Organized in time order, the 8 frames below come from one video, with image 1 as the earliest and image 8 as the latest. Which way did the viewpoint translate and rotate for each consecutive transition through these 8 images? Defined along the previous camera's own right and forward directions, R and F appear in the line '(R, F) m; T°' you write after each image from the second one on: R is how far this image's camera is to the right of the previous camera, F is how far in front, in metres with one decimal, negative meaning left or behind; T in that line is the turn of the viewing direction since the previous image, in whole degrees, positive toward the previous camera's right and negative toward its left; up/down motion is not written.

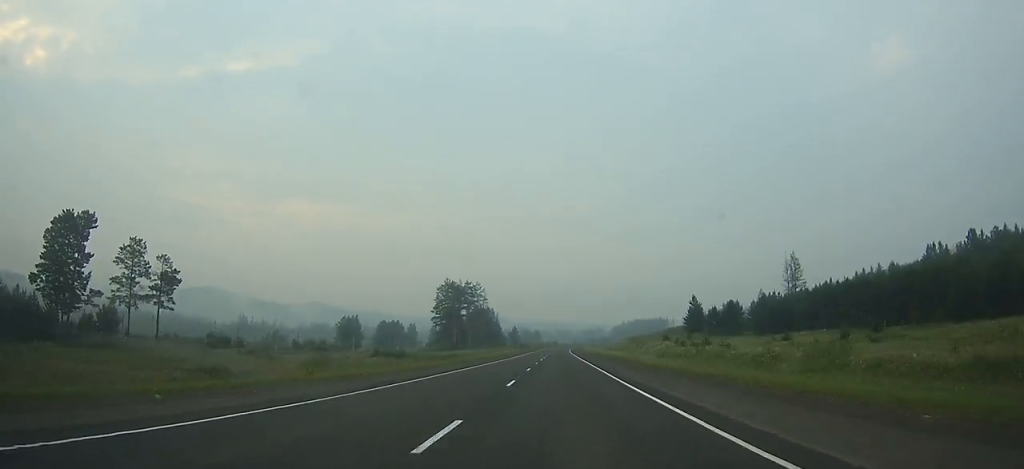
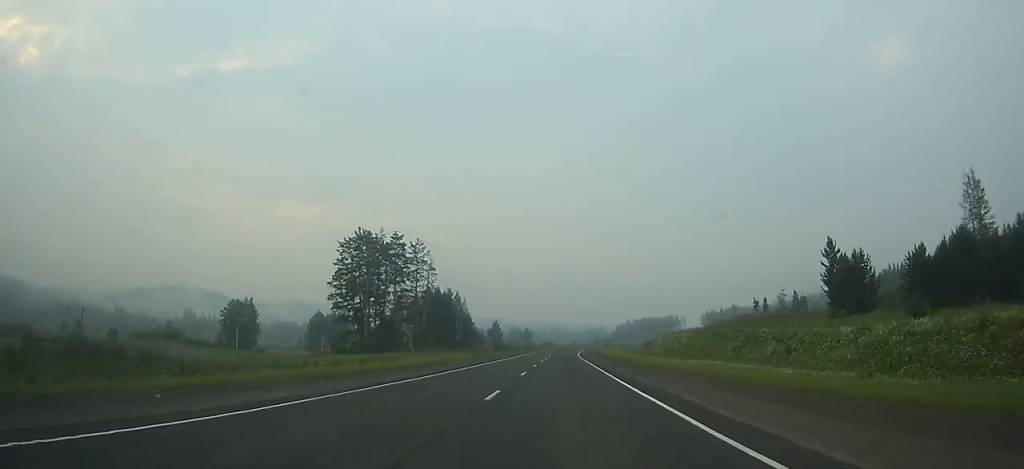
(+0.1, +88.7) m; +1°
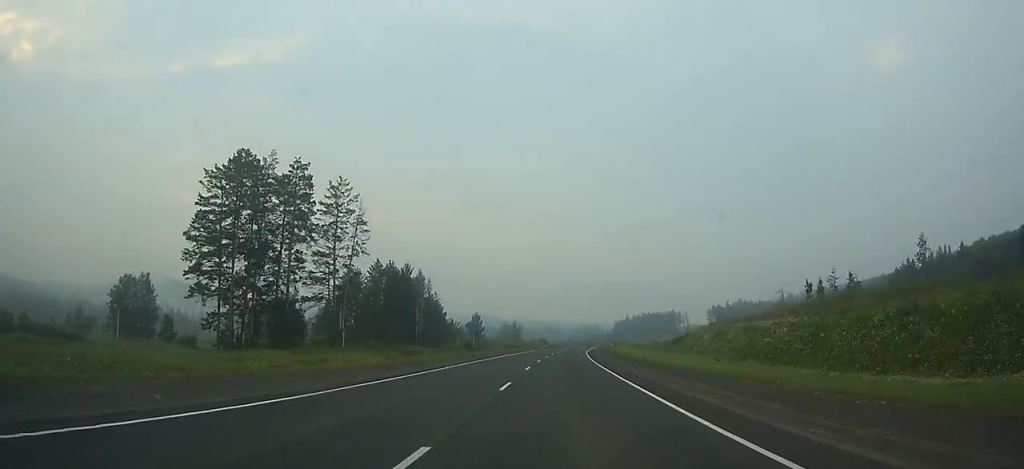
(-0.3, +47.1) m; +1°
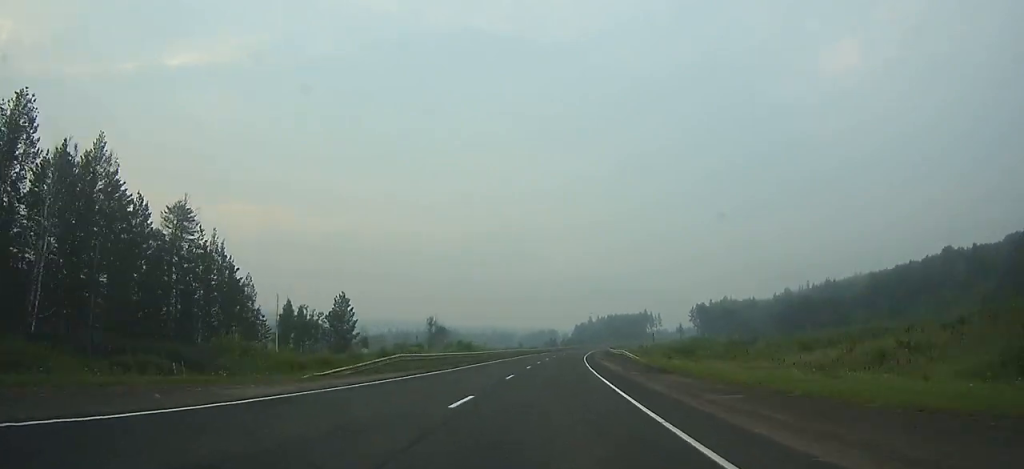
(+3.1, +98.5) m; +4°
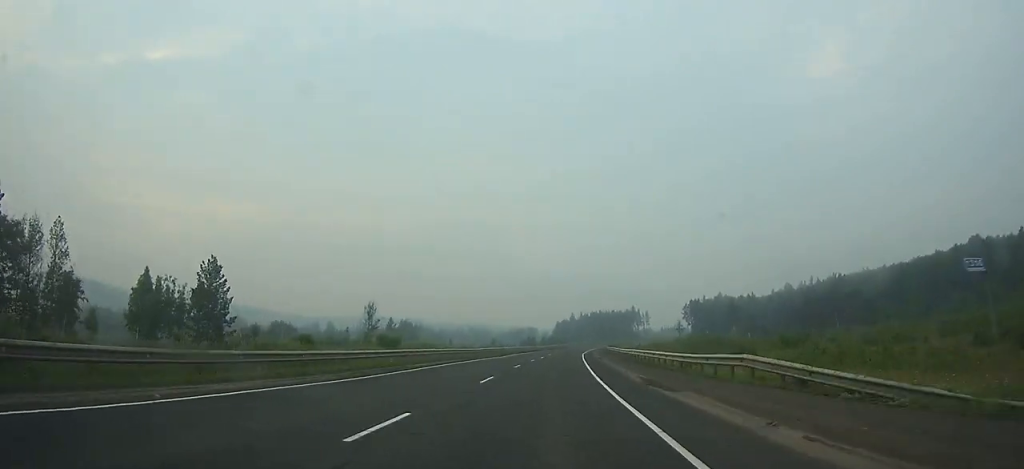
(+1.0, +40.9) m; +2°
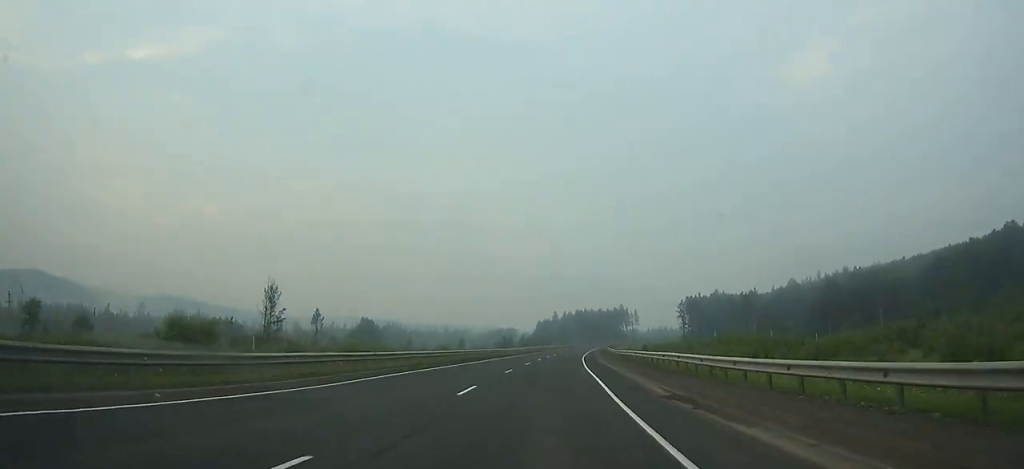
(+0.3, +38.0) m; +2°
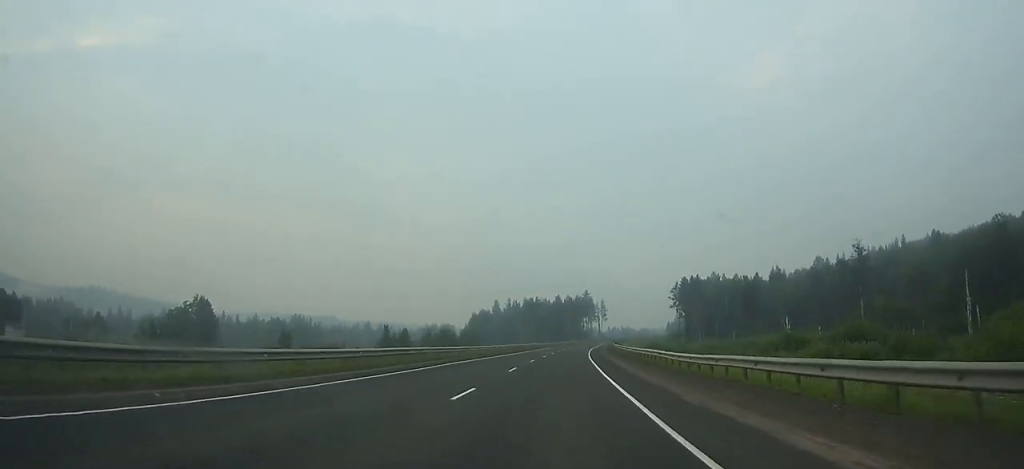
(+5.1, +109.8) m; +5°
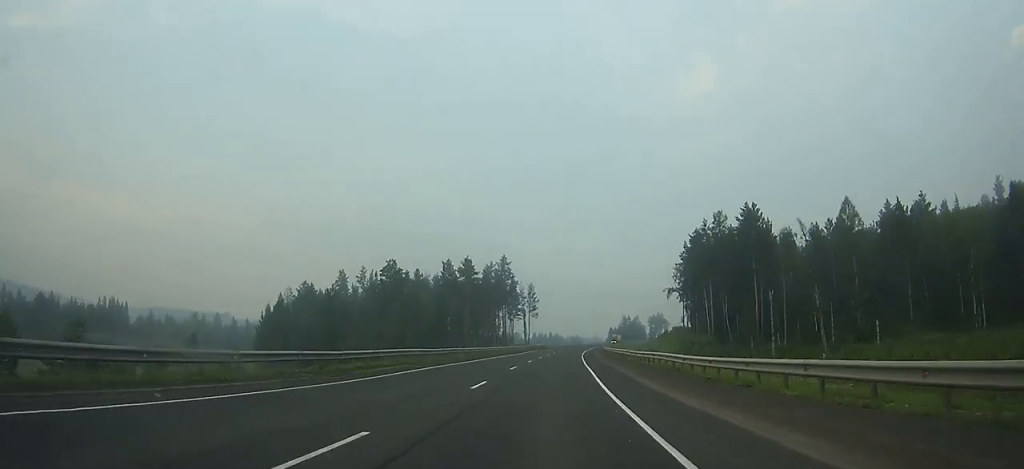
(+7.9, +142.0) m; +7°
